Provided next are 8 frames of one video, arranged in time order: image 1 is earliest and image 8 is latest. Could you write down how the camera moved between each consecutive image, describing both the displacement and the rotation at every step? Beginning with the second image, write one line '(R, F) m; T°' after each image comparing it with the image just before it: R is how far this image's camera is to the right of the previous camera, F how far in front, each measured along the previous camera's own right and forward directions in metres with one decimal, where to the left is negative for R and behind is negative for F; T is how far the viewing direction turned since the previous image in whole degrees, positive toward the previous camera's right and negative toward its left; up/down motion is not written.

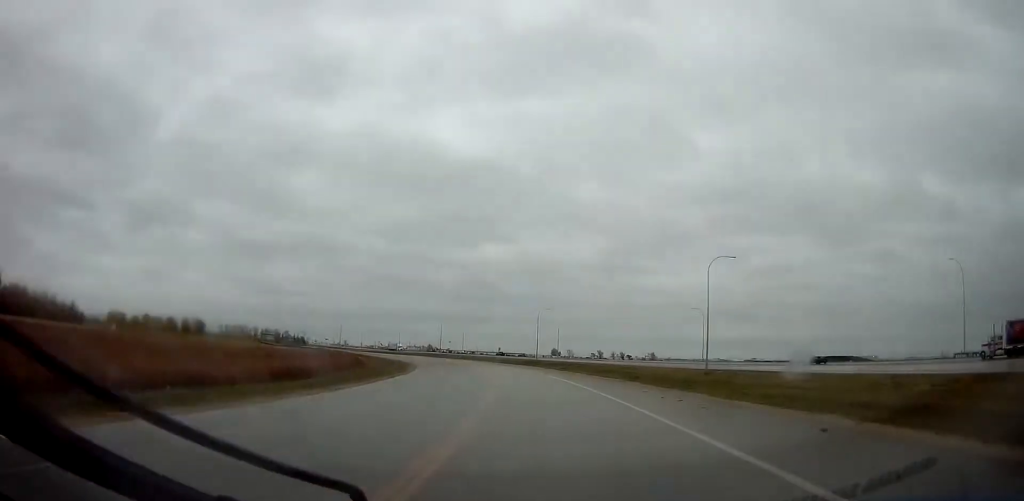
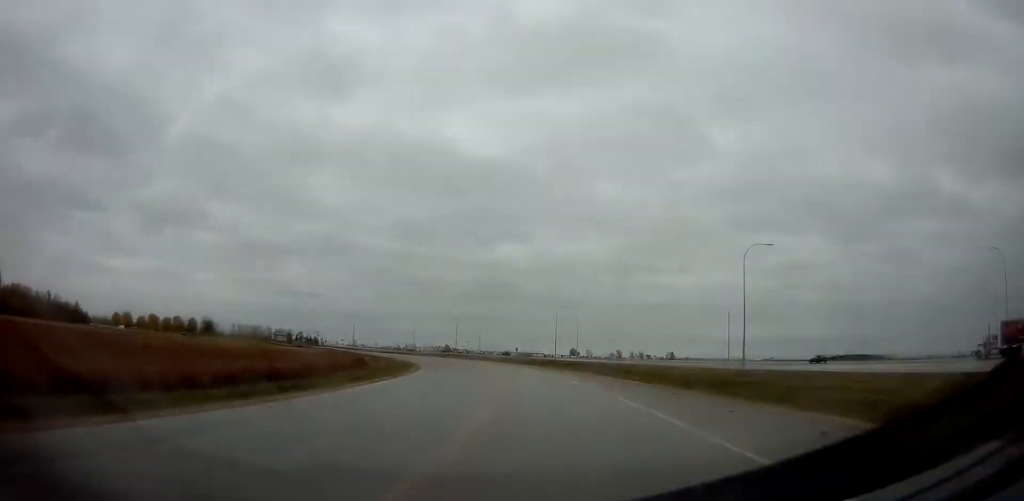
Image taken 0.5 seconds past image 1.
(-0.3, +7.4) m; -1°
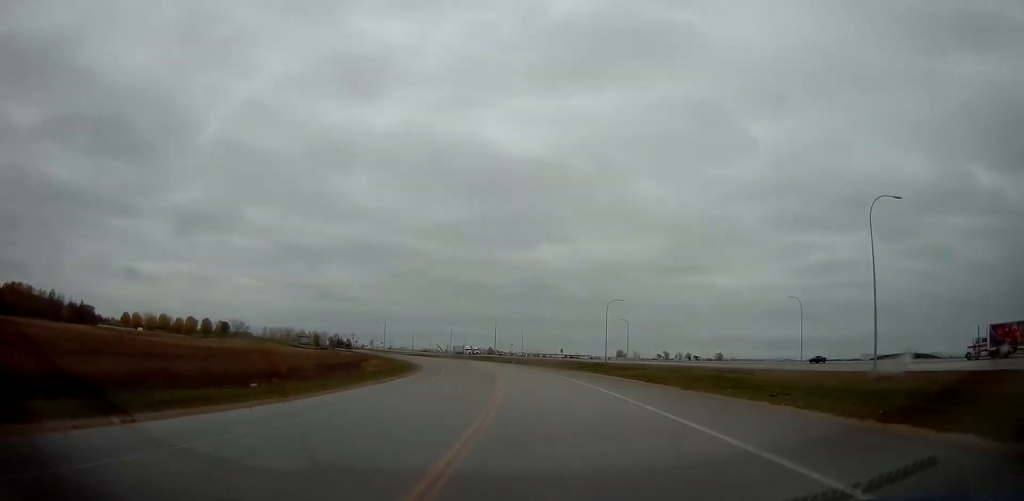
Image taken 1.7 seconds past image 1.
(-0.6, +20.4) m; -5°
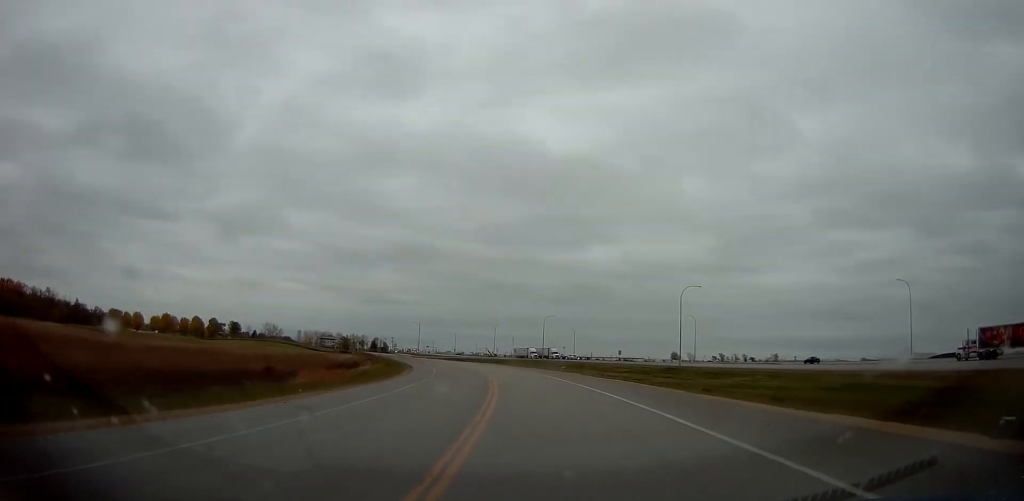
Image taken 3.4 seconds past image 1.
(-1.7, +28.0) m; -6°
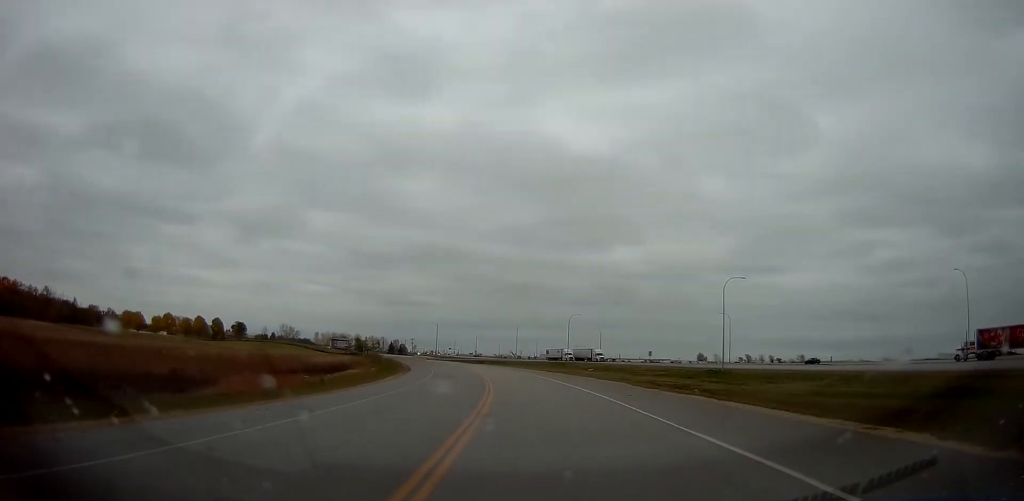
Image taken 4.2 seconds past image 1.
(-0.1, +12.3) m; -2°
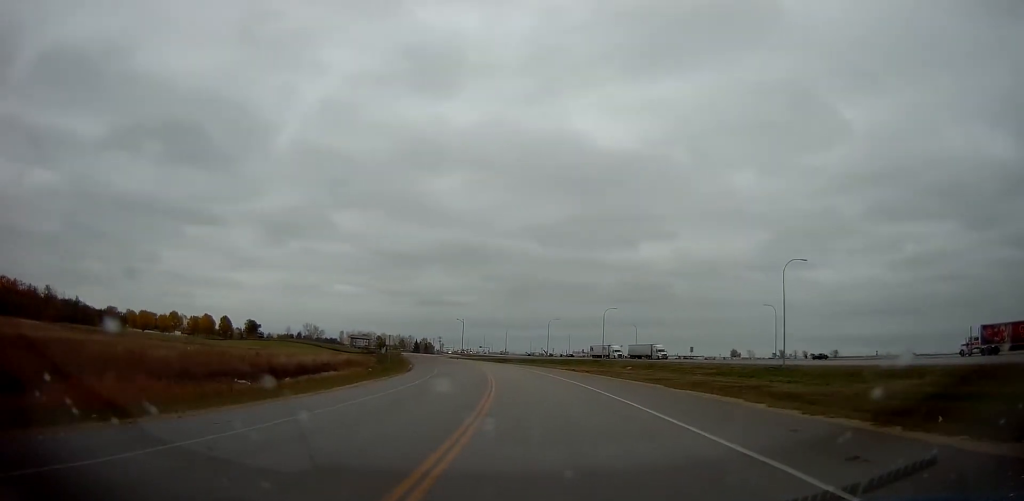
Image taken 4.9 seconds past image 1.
(-0.5, +12.9) m; -2°
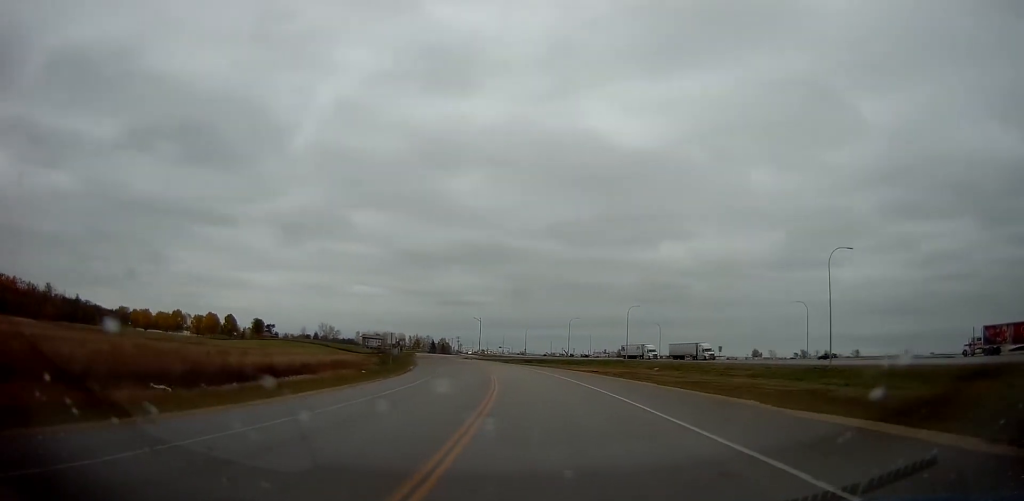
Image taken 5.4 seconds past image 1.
(0.0, +8.3) m; -2°
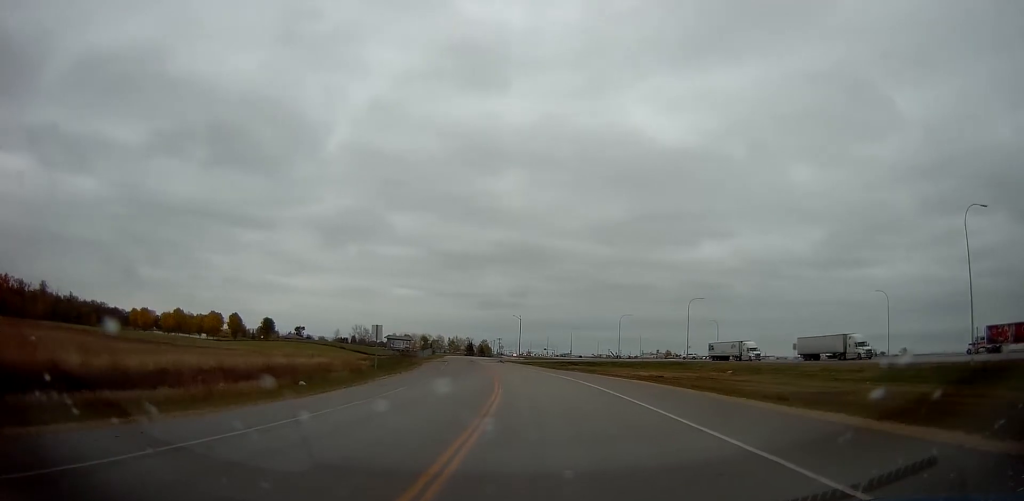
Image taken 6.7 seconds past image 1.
(-0.8, +21.0) m; -5°
